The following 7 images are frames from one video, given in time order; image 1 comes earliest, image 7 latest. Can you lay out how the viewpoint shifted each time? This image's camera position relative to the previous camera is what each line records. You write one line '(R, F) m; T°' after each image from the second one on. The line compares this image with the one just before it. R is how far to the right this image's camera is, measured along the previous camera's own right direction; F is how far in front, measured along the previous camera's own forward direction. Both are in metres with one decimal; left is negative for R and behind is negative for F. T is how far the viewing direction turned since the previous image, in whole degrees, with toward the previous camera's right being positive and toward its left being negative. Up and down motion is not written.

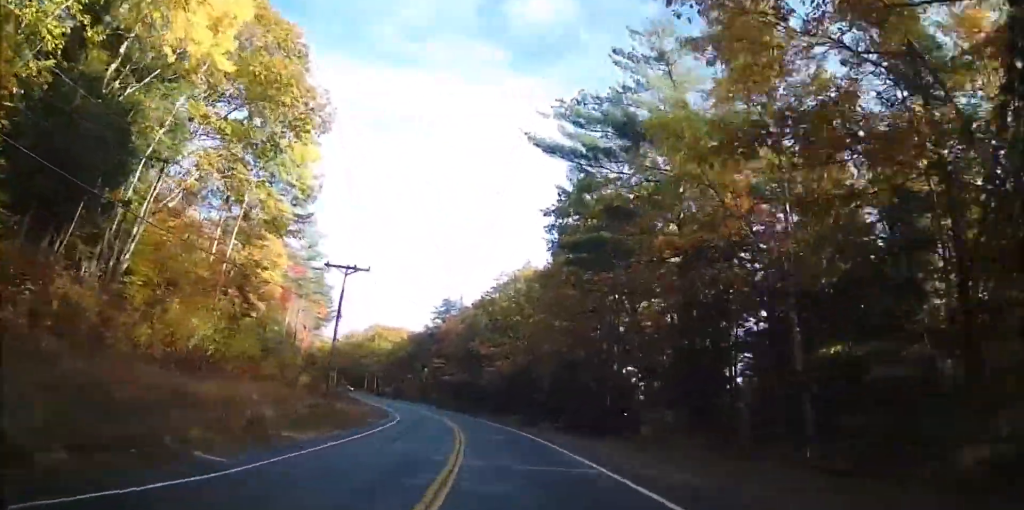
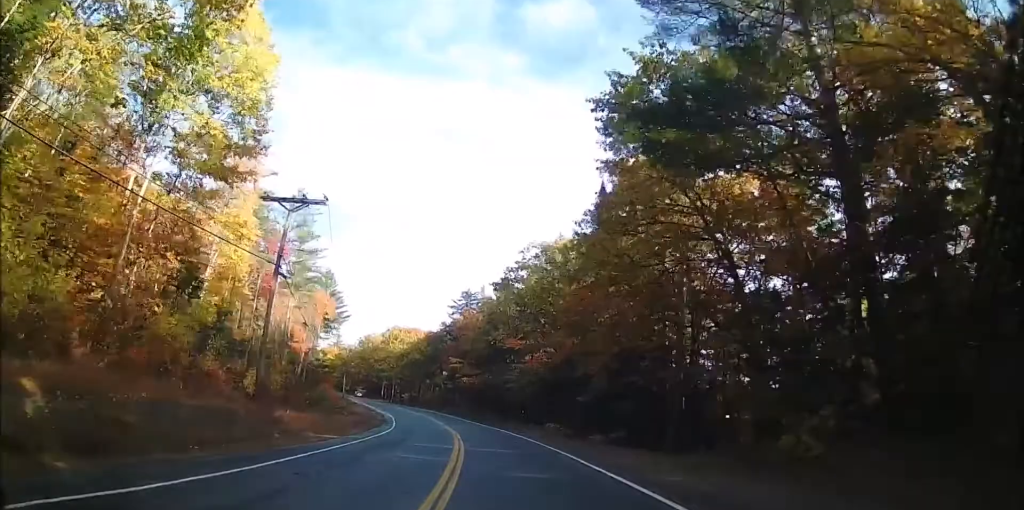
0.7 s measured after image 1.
(+0.3, +14.3) m; -2°
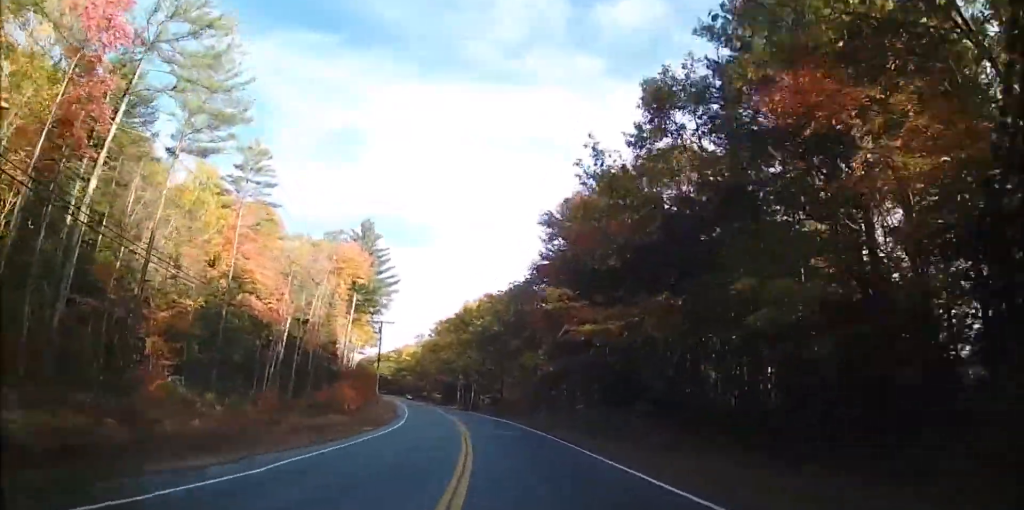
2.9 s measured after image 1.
(-3.3, +44.5) m; -6°
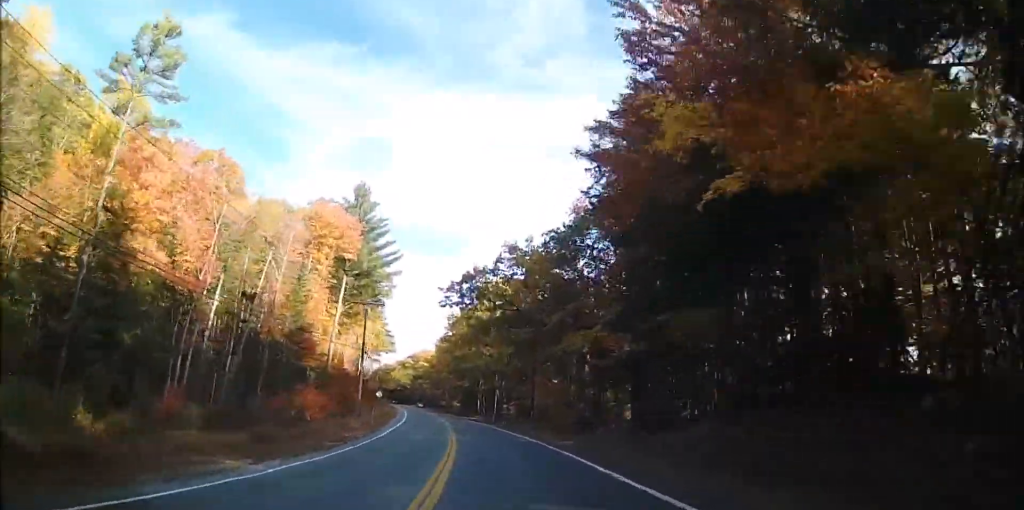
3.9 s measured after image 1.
(-0.2, +18.8) m; -9°
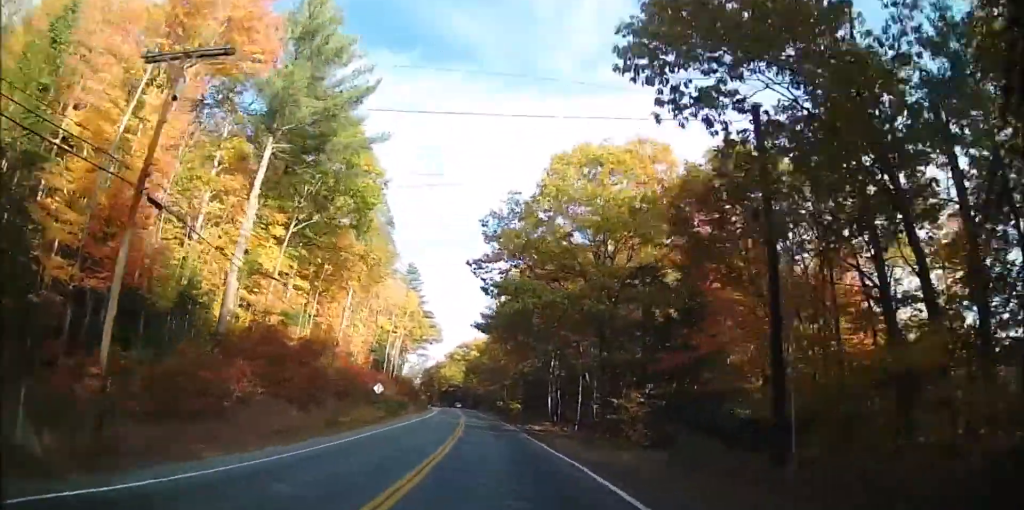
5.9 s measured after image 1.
(-4.9, +38.1) m; -7°
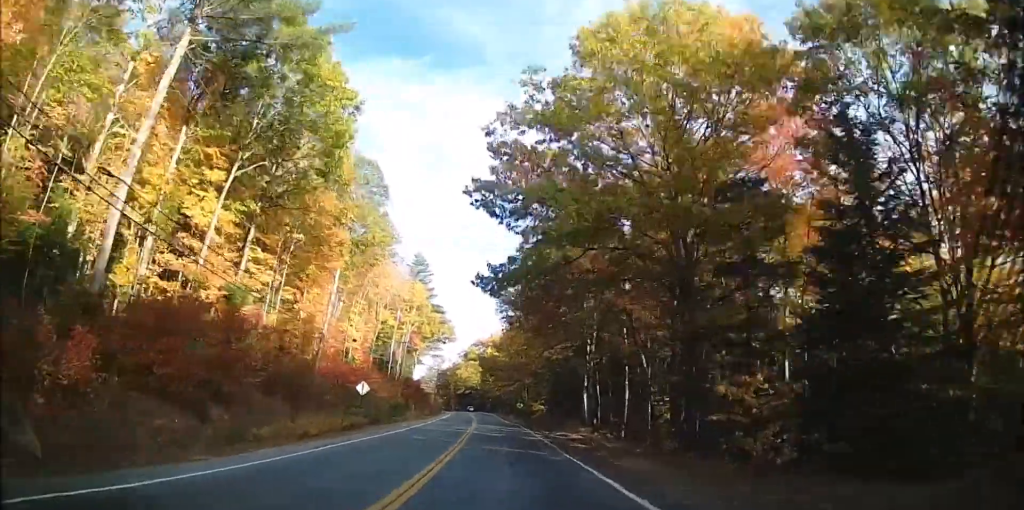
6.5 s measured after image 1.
(-0.2, +12.8) m; -2°
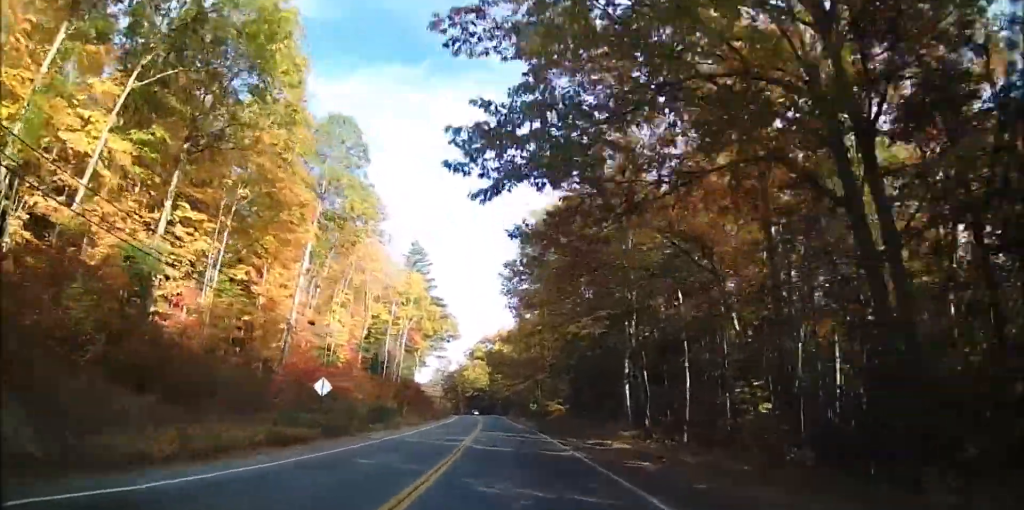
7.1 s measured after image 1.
(-0.2, +11.0) m; -1°
